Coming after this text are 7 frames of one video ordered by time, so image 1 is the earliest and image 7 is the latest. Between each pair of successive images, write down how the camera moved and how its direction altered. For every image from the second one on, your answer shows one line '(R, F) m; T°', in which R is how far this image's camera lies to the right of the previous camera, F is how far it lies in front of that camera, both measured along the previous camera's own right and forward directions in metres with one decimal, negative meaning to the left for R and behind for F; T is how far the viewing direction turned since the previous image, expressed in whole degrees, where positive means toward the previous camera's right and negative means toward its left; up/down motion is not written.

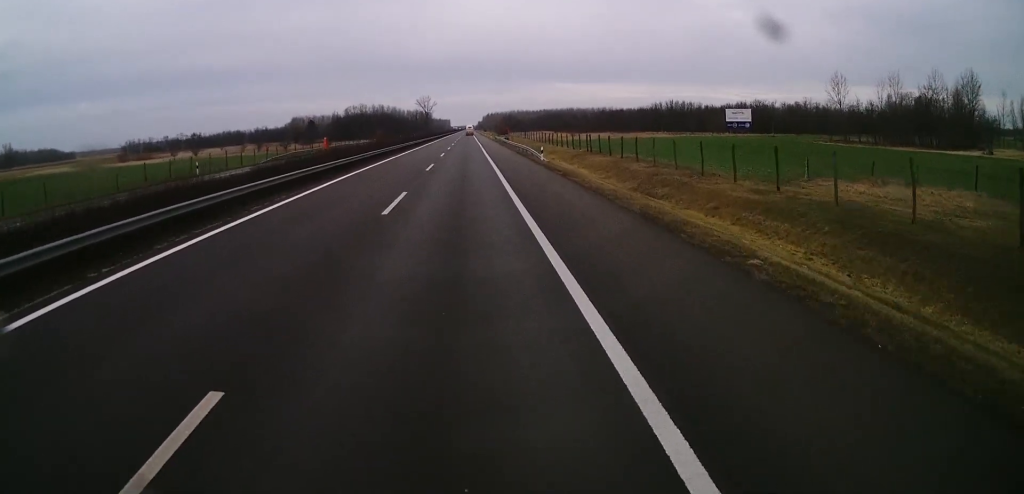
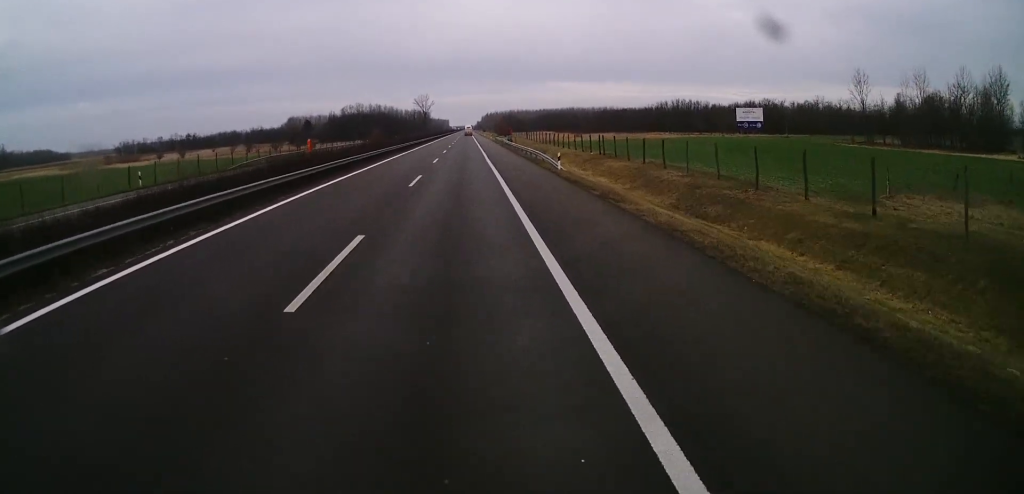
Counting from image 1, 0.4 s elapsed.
(0.0, +9.2) m; 0°
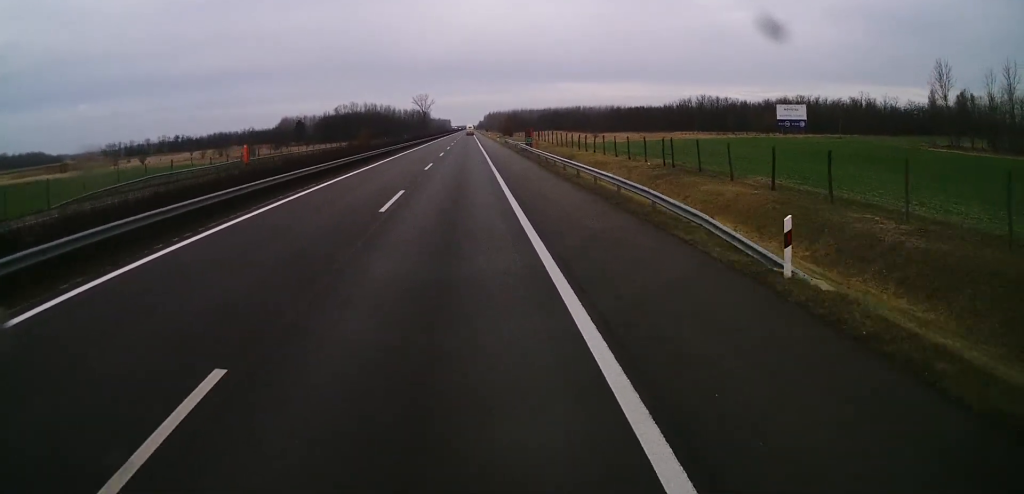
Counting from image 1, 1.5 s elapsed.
(+0.1, +26.2) m; 0°
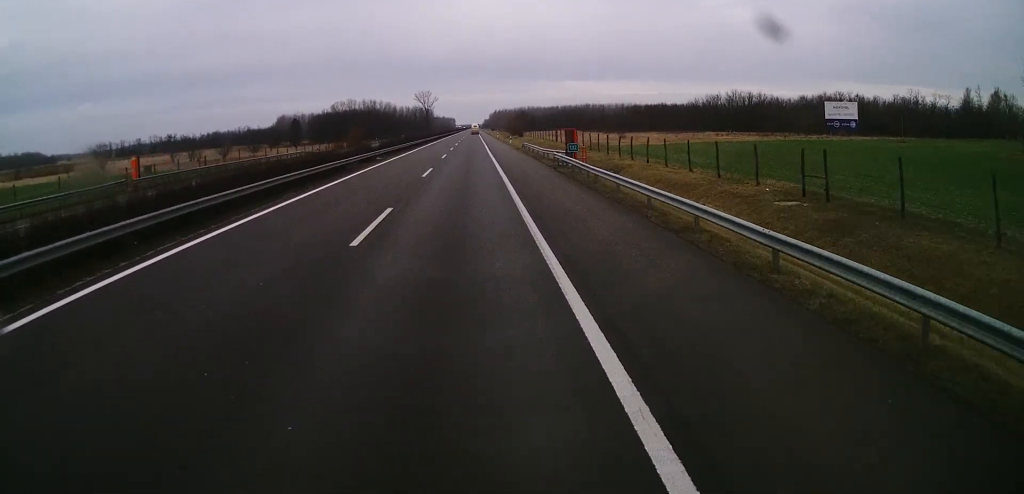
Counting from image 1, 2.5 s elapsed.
(-0.1, +23.1) m; 0°
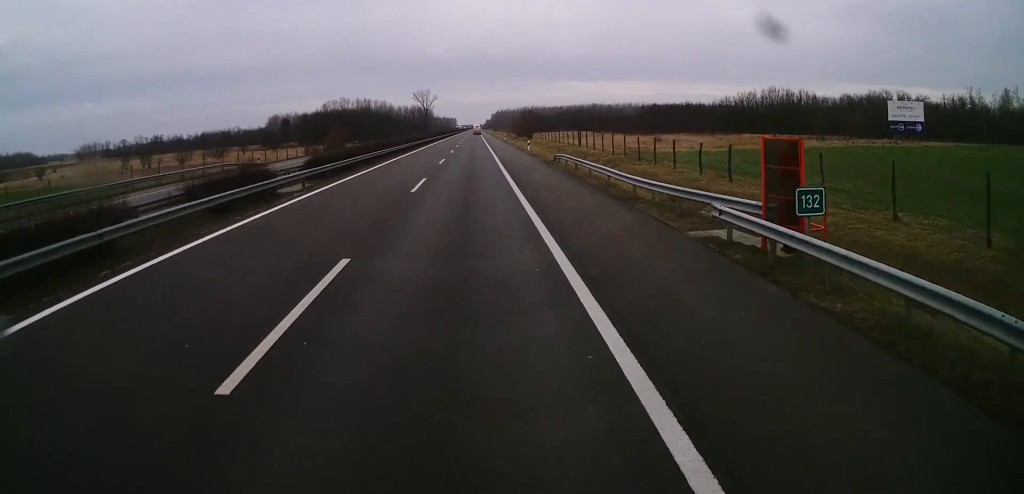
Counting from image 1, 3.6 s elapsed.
(+0.1, +25.4) m; 0°
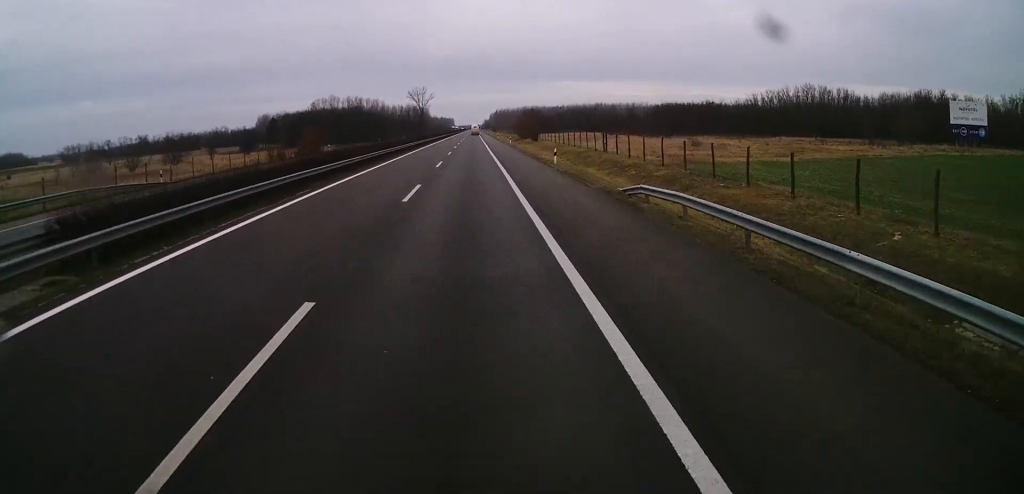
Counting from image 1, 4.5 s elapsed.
(-0.1, +20.7) m; 0°
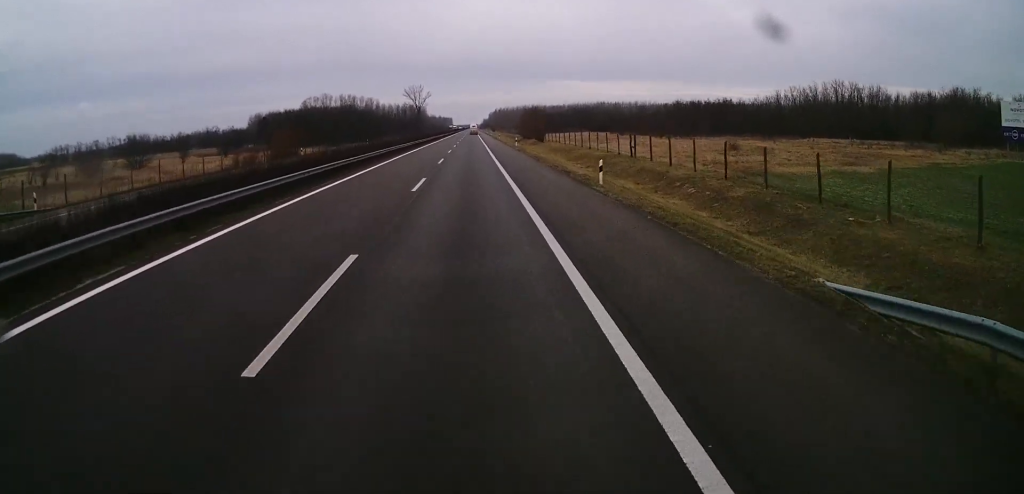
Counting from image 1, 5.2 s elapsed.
(0.0, +14.6) m; 0°
